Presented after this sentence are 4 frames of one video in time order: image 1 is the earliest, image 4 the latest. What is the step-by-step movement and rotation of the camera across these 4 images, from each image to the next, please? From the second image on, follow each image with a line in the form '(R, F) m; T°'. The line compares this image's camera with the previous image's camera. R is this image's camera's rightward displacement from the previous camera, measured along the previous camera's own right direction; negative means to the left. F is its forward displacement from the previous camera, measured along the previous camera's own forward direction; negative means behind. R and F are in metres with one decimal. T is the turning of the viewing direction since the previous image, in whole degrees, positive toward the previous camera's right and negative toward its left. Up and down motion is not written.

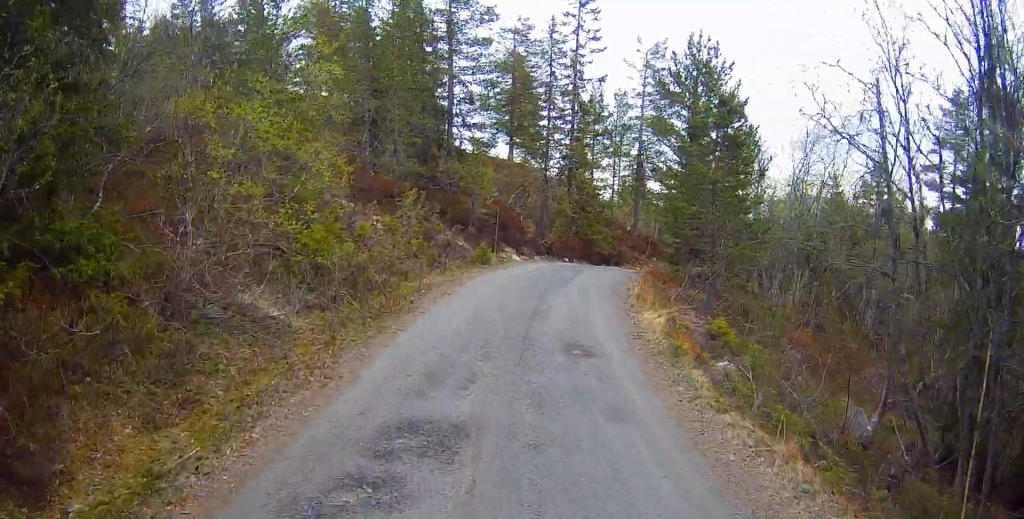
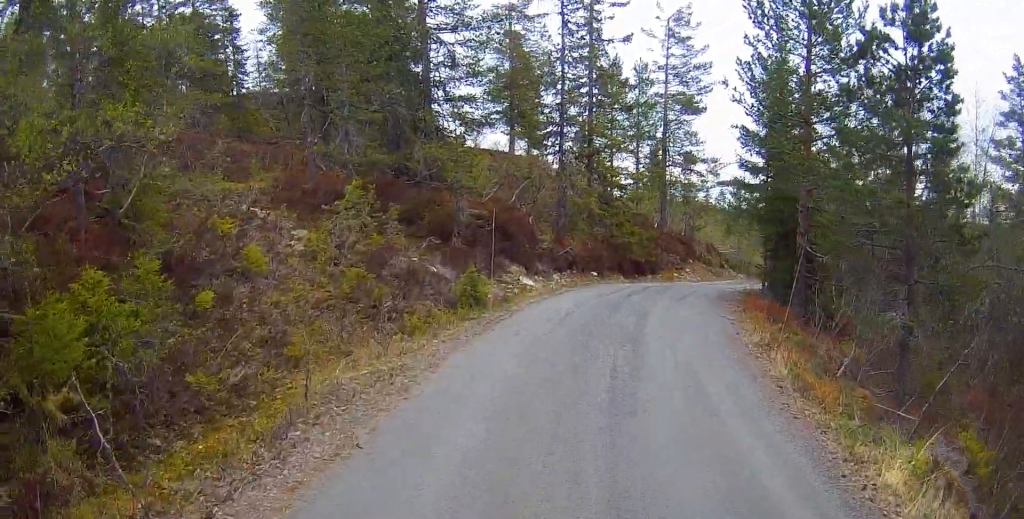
(-0.1, +7.8) m; 0°
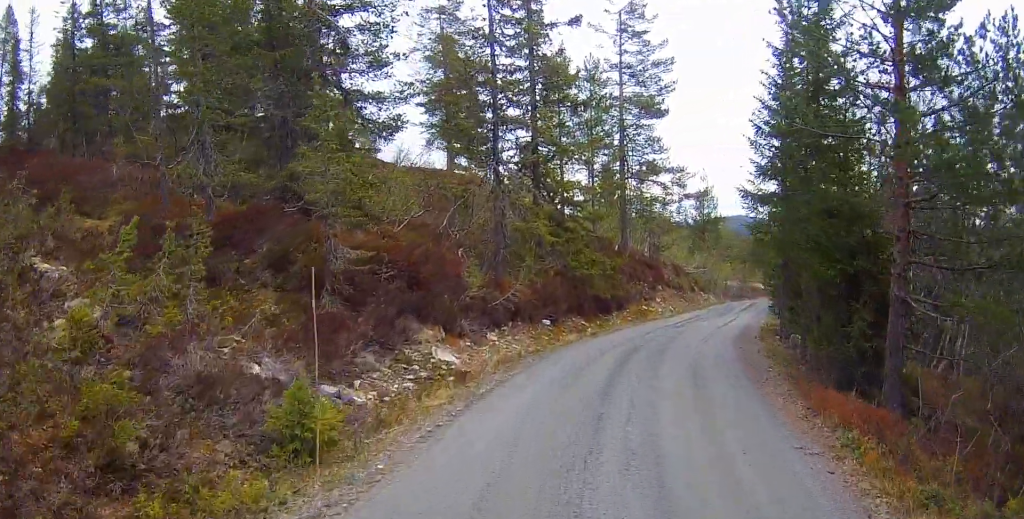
(+0.1, +5.3) m; +7°
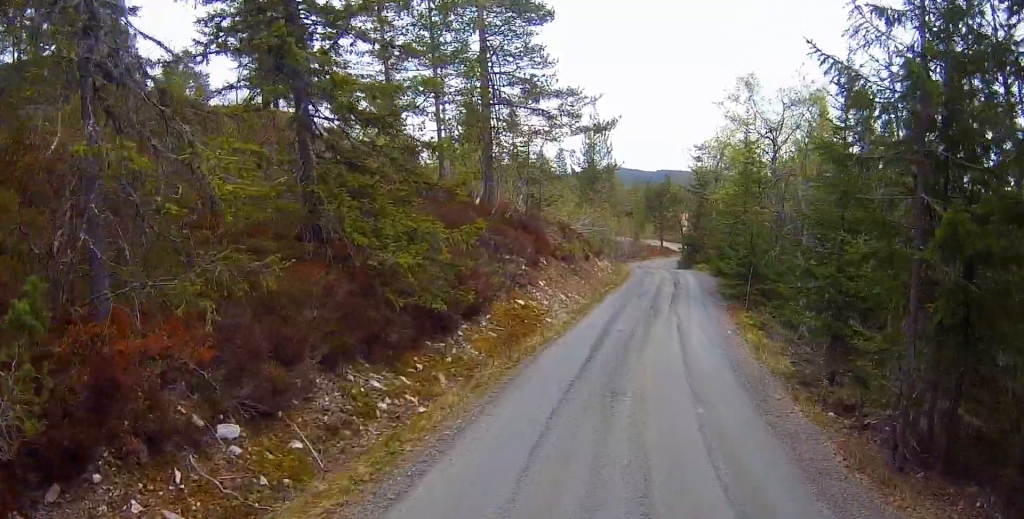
(+1.0, +10.7) m; +7°
